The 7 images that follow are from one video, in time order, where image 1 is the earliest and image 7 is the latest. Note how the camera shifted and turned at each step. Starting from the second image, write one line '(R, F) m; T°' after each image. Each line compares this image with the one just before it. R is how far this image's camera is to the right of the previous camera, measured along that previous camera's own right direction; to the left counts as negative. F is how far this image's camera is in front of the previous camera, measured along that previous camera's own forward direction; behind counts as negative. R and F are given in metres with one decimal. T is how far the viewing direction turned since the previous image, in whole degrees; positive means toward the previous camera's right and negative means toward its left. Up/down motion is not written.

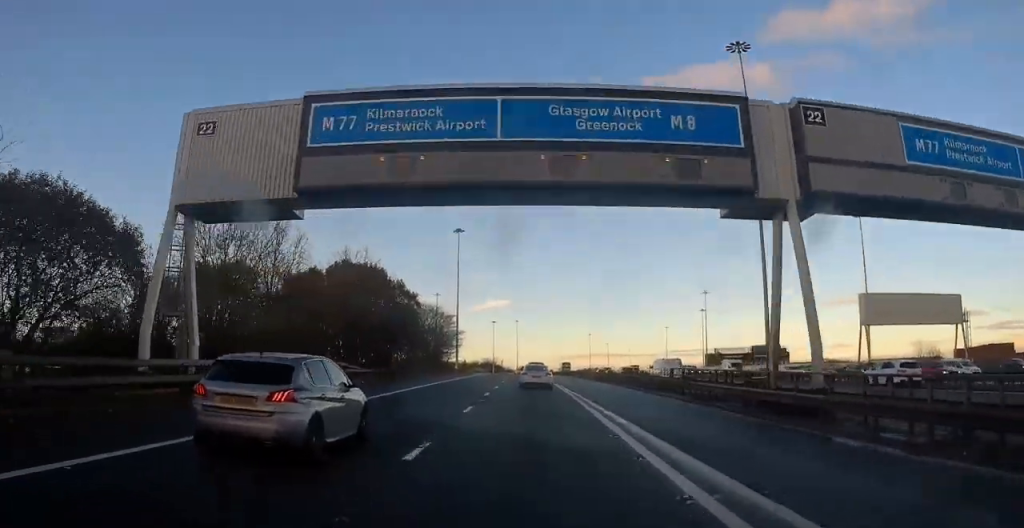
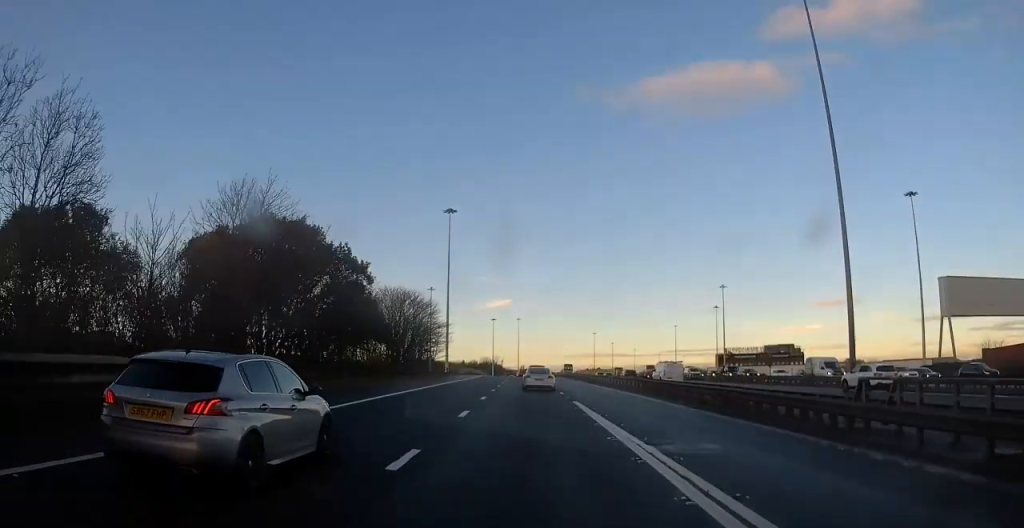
(+0.1, +18.3) m; 0°
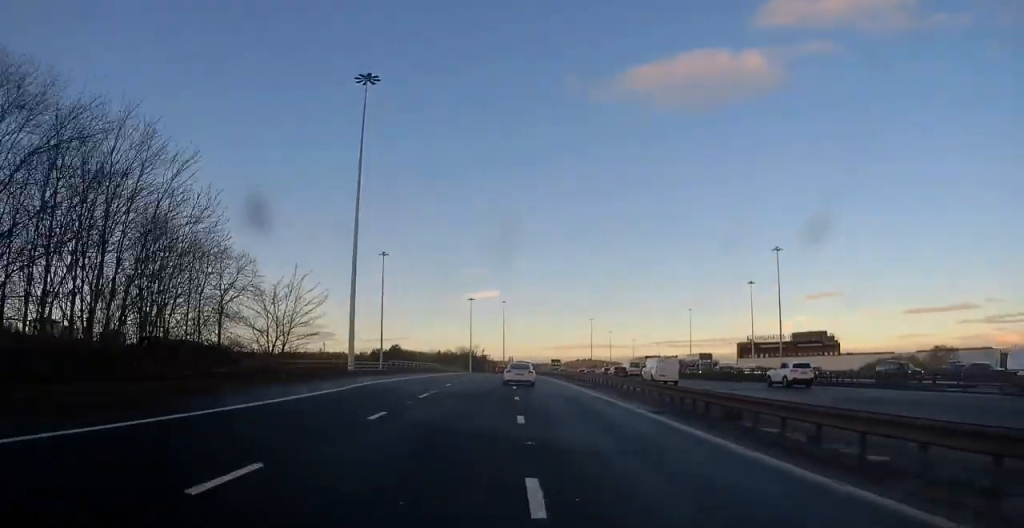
(+0.4, +53.3) m; +1°
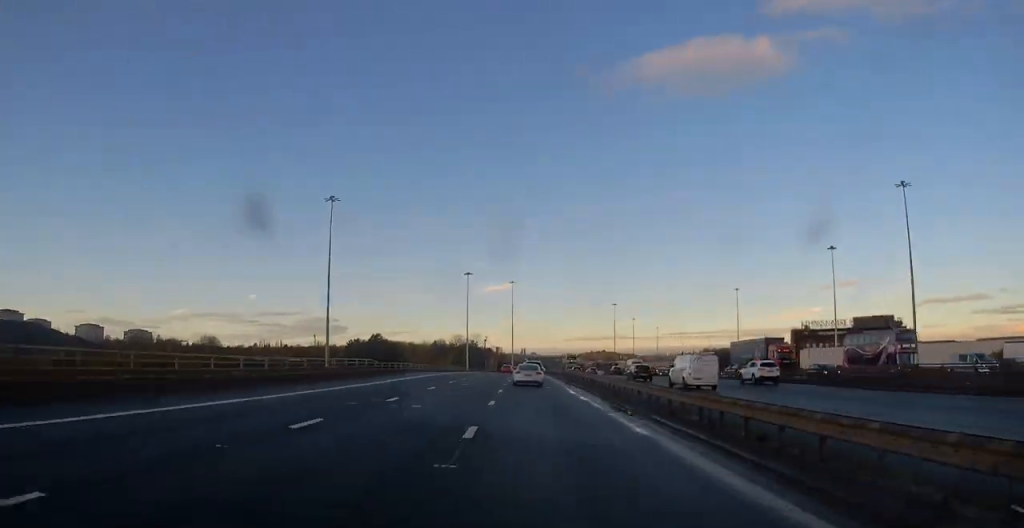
(-0.5, +49.6) m; -1°
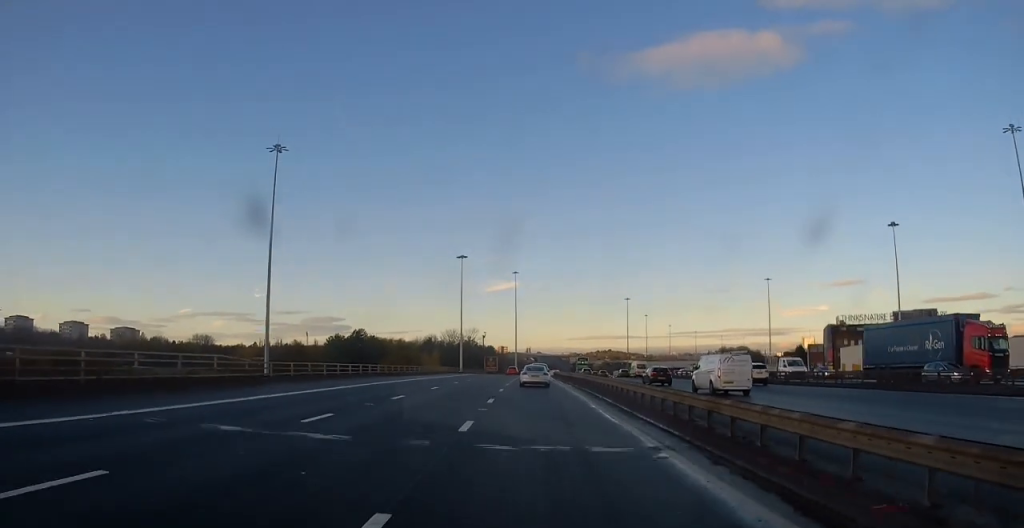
(-0.3, +27.0) m; -1°
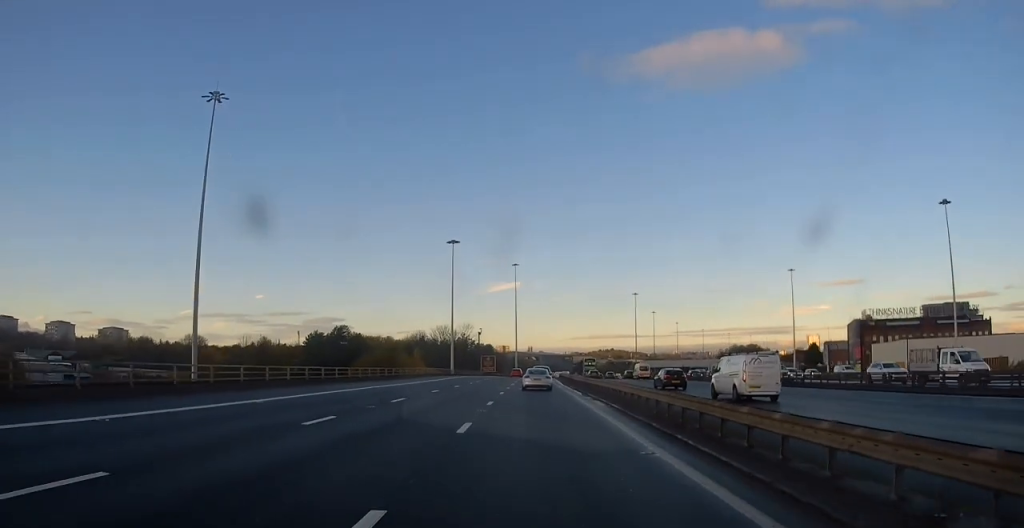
(-0.1, +18.8) m; 0°
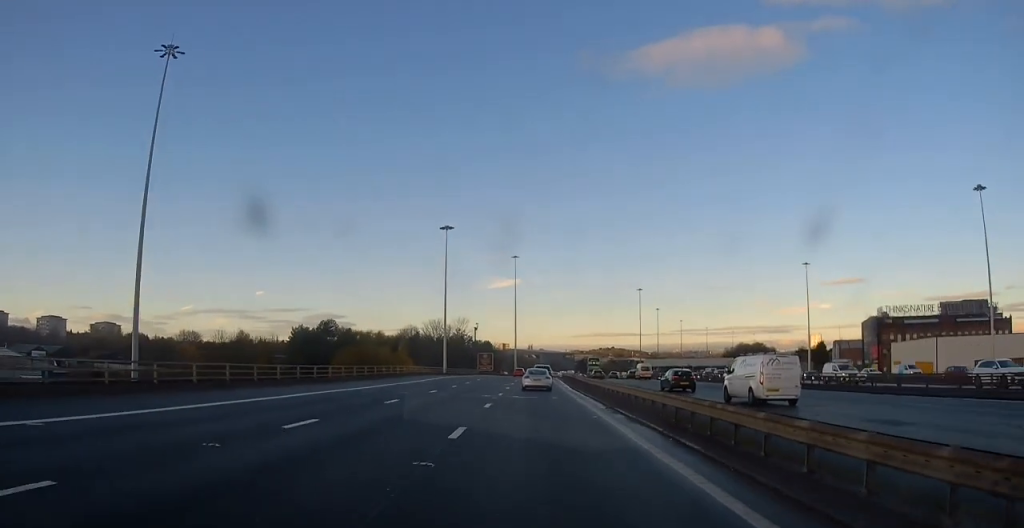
(0.0, +10.6) m; 0°
